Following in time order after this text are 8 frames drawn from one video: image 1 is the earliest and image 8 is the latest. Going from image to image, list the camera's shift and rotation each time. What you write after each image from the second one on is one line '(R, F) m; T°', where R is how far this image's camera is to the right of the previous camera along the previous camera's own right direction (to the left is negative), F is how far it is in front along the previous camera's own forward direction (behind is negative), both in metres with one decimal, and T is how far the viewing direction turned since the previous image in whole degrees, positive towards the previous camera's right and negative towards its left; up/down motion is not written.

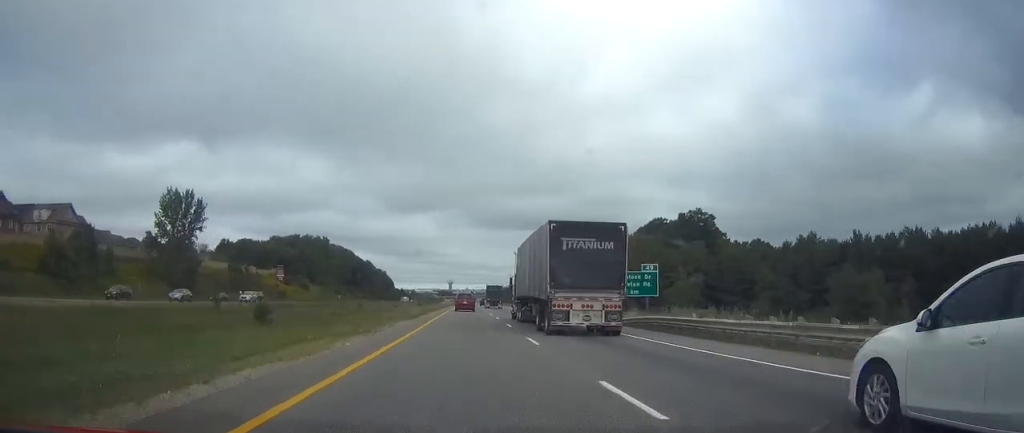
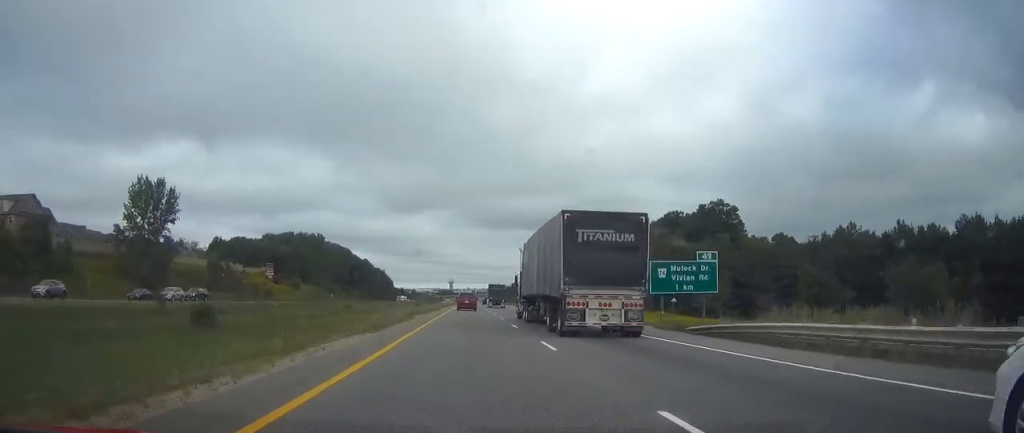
(0.0, +14.9) m; 0°
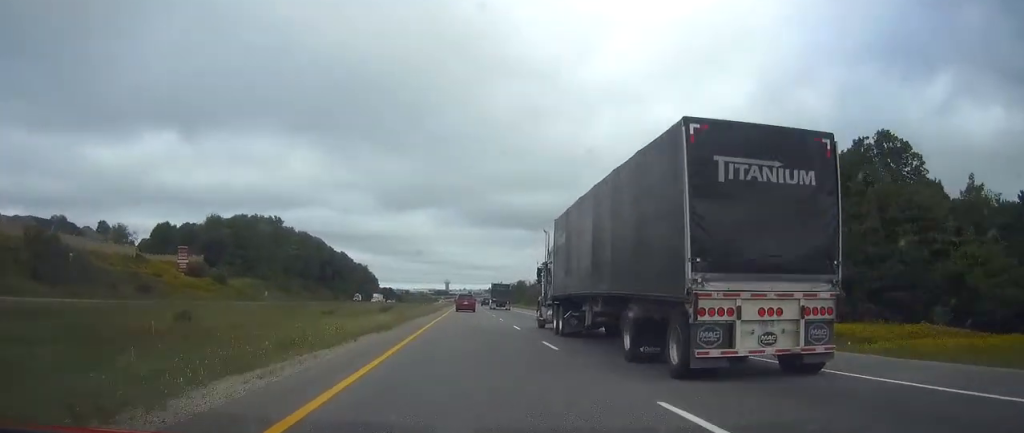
(-0.2, +71.4) m; 0°
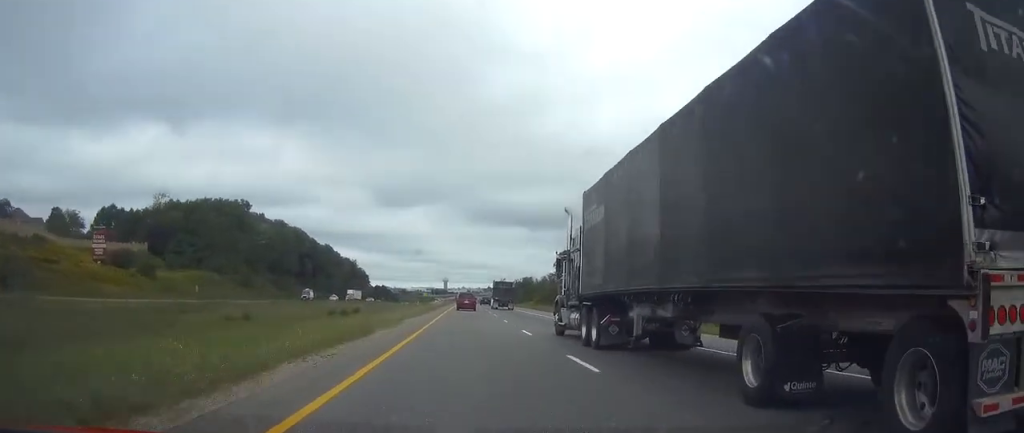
(+0.1, +40.5) m; 0°
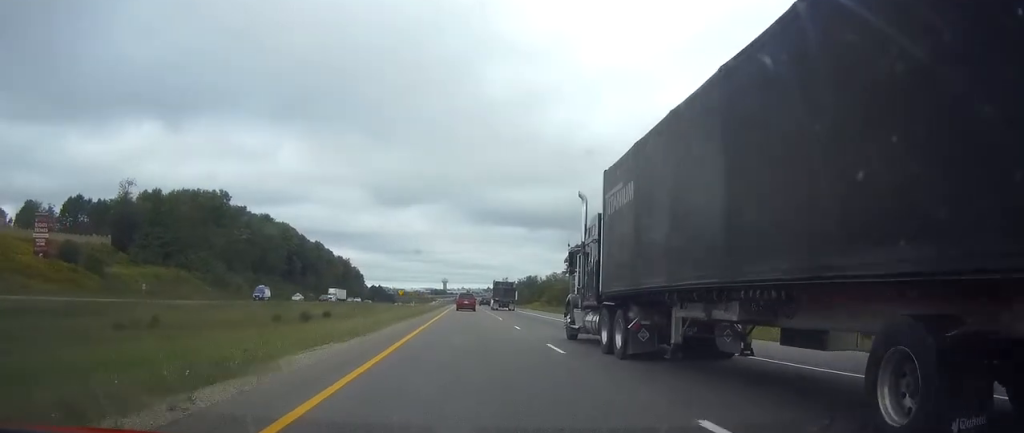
(0.0, +20.2) m; 0°
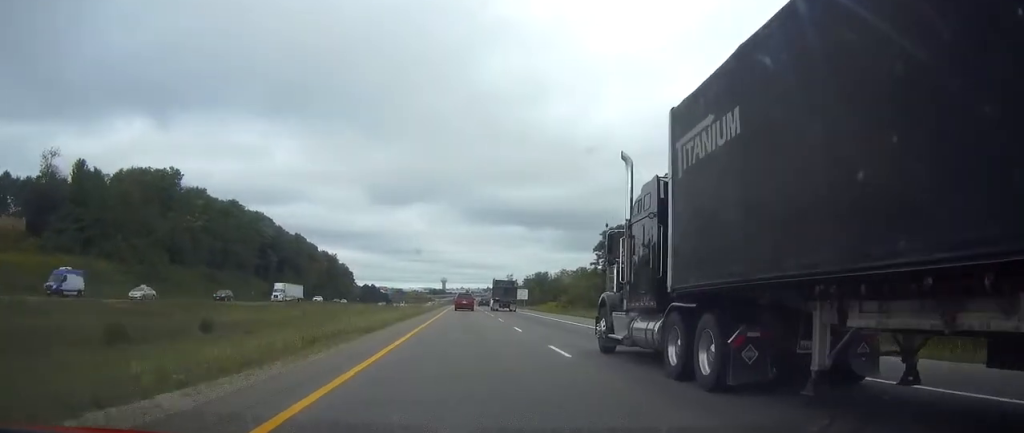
(0.0, +36.9) m; 0°
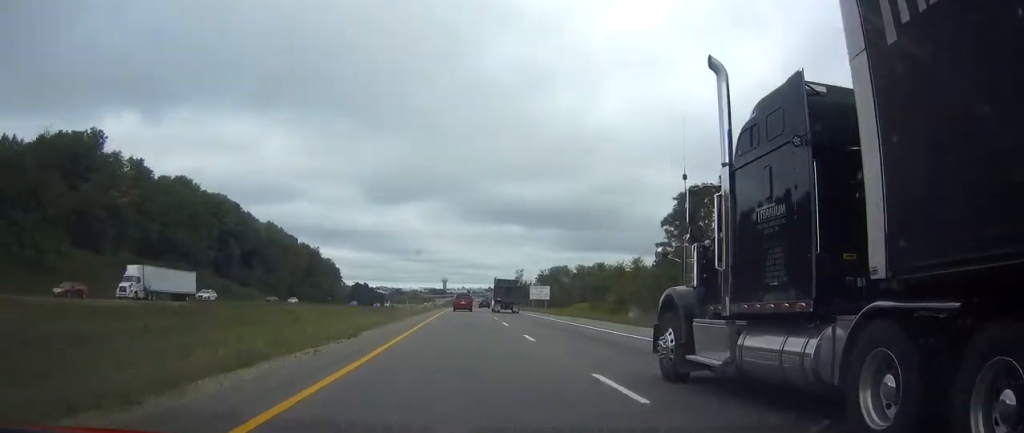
(+0.1, +42.2) m; 0°
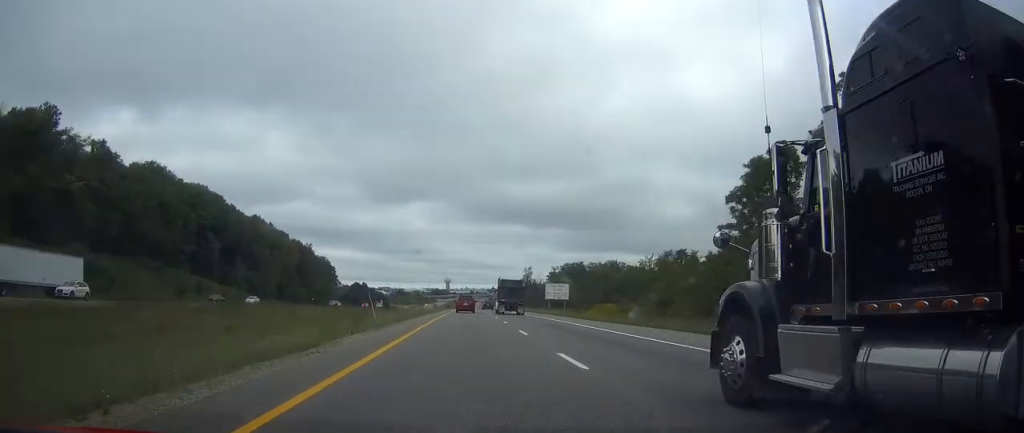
(-0.1, +19.9) m; 0°
